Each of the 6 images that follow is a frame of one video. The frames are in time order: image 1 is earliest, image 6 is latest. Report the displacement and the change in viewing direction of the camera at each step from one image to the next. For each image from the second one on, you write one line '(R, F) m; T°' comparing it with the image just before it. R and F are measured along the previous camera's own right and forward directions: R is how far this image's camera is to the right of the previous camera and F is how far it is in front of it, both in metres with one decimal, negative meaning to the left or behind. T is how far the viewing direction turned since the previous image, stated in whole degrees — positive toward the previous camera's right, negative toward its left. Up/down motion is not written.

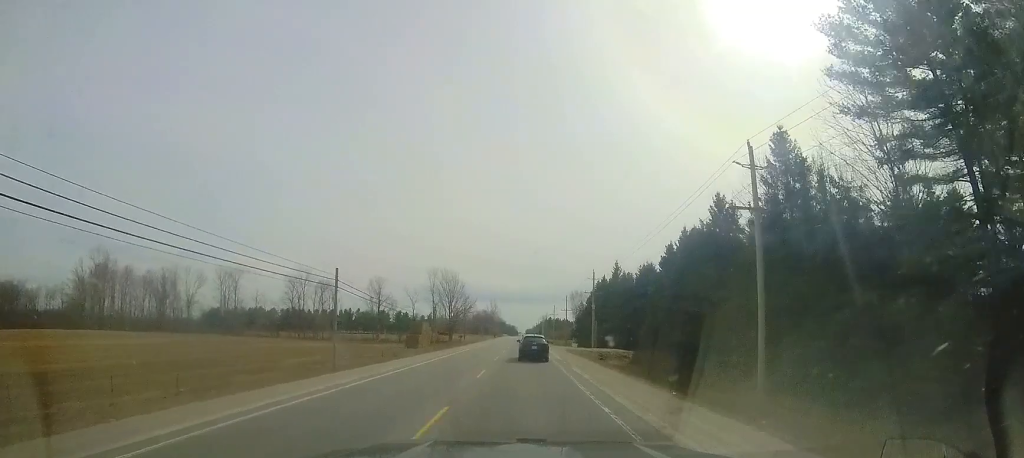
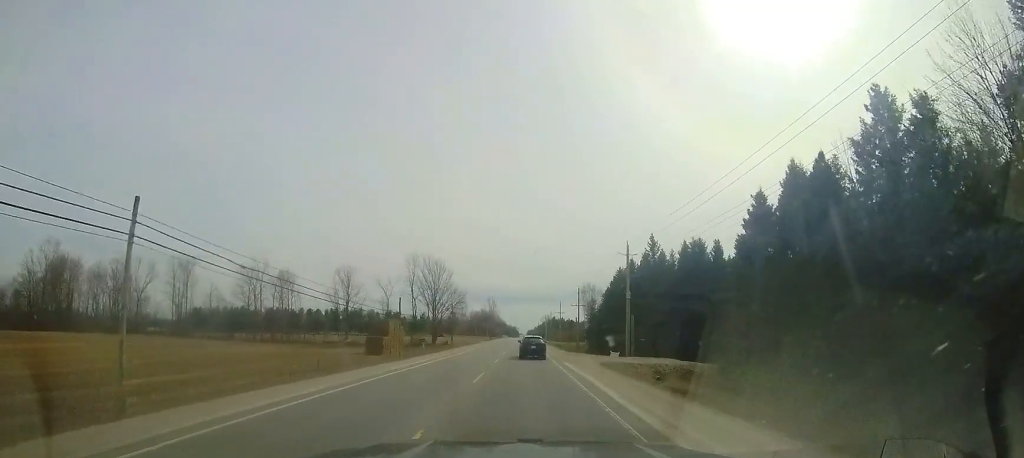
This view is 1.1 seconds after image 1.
(-0.1, +19.7) m; -1°
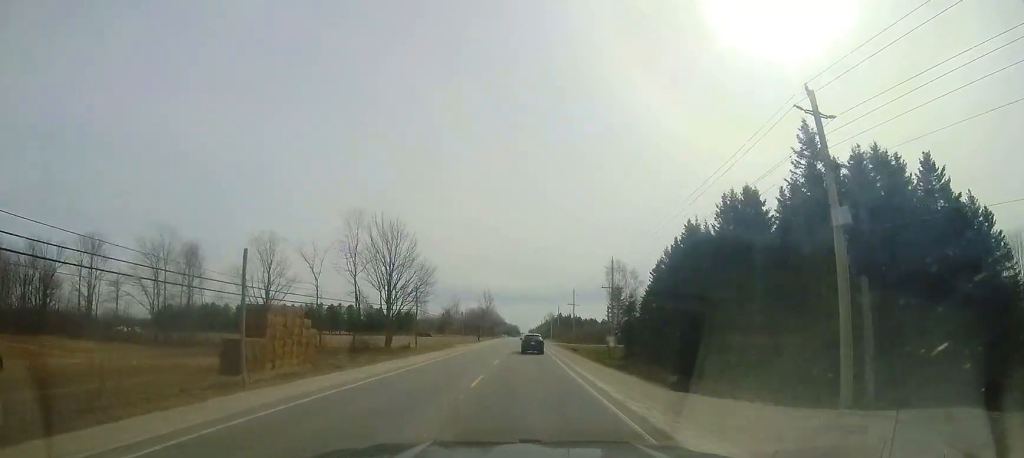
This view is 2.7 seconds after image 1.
(-0.3, +29.0) m; -1°
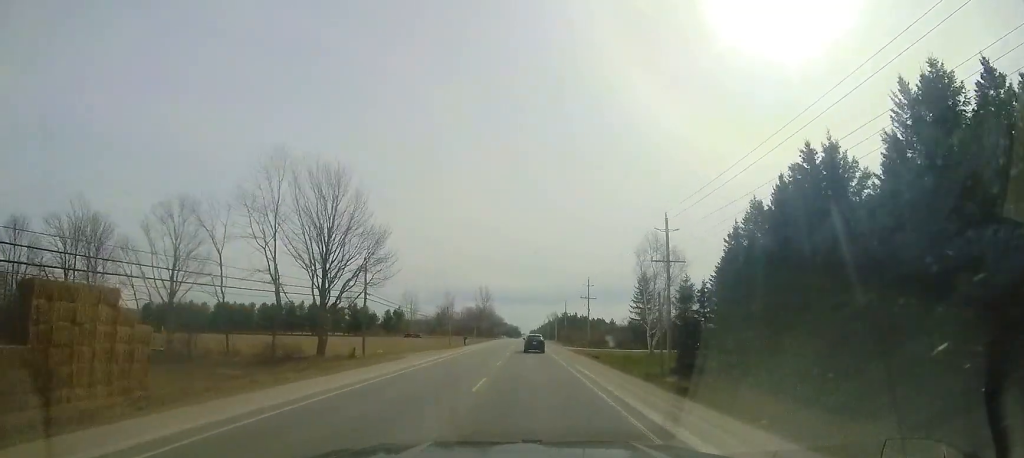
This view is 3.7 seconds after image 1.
(0.0, +18.8) m; 0°
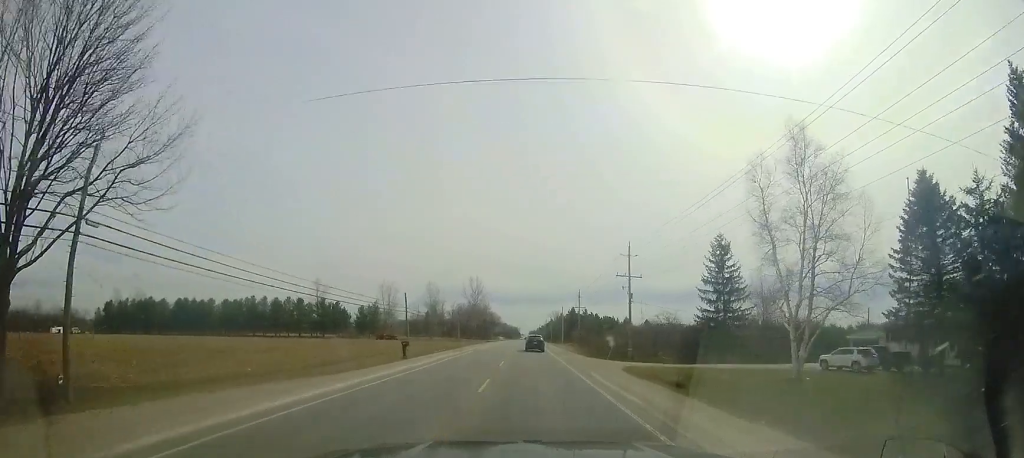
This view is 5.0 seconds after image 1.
(+0.2, +27.5) m; +1°
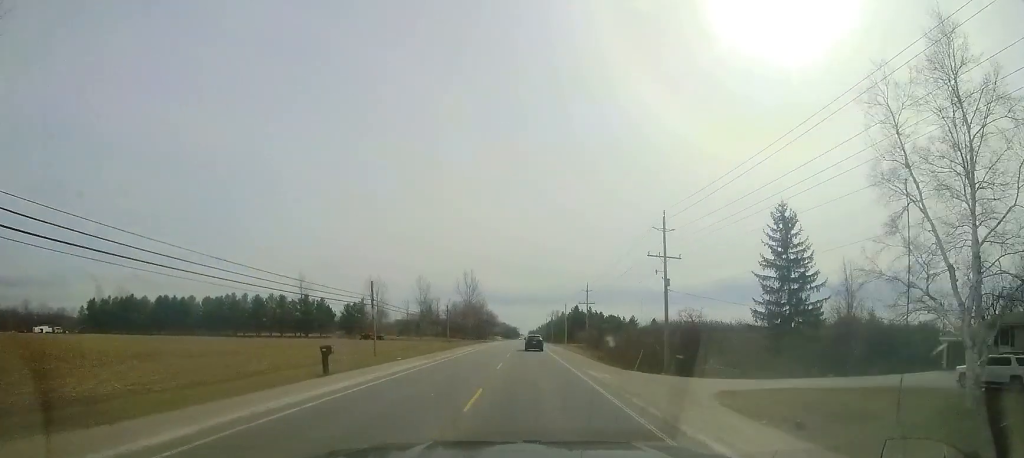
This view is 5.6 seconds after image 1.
(0.0, +11.2) m; +1°
